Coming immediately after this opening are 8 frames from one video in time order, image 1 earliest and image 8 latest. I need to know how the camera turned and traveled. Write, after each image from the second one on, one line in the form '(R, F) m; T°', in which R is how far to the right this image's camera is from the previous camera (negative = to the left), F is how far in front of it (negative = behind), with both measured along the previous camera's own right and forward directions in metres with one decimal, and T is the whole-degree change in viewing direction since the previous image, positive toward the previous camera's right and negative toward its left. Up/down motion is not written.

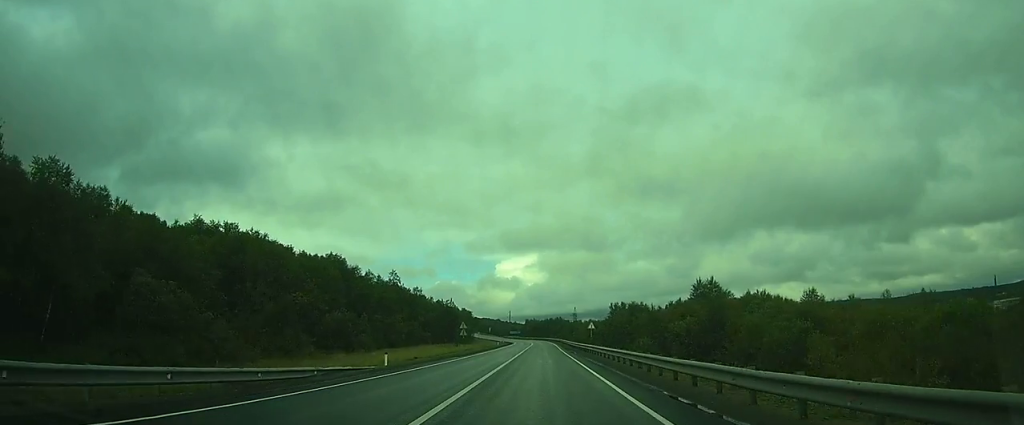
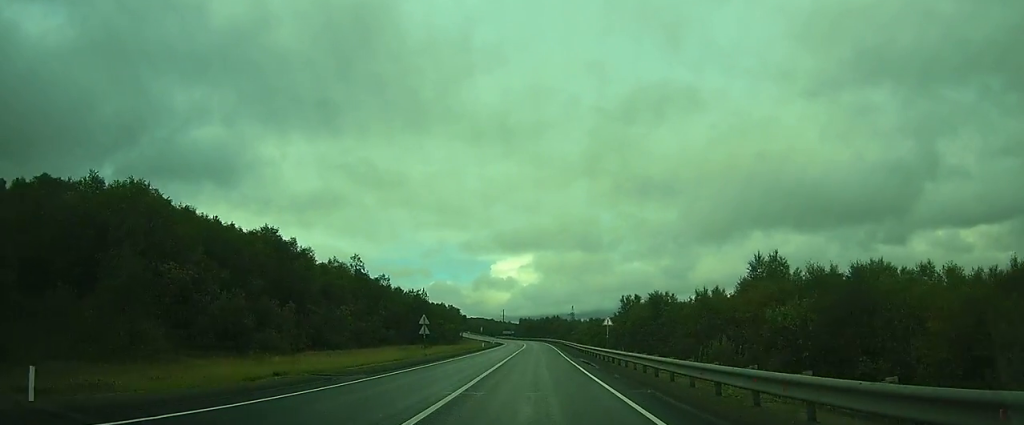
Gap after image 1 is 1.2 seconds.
(+0.3, +19.9) m; +2°
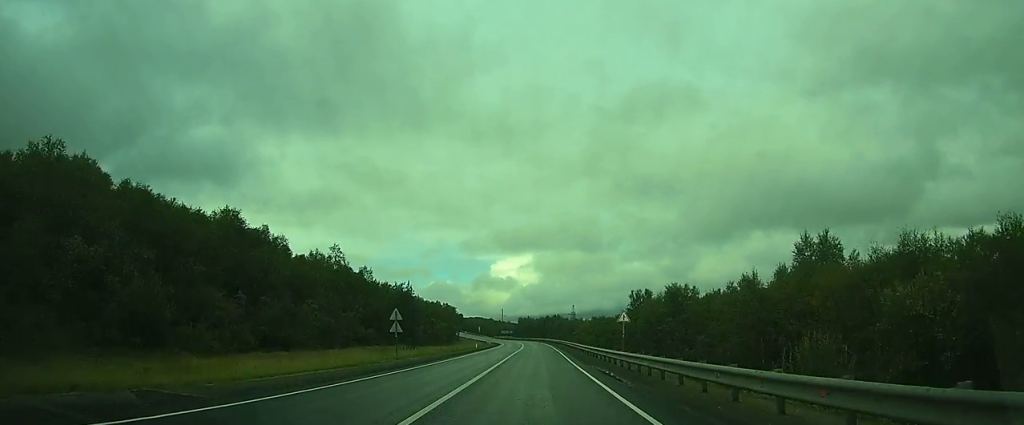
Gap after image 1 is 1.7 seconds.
(+0.1, +8.9) m; 0°
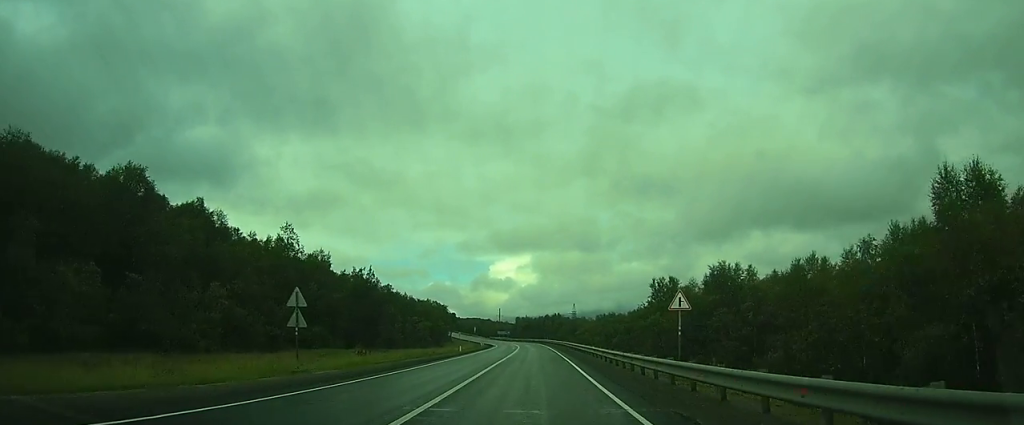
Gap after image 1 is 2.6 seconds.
(+0.1, +15.3) m; 0°
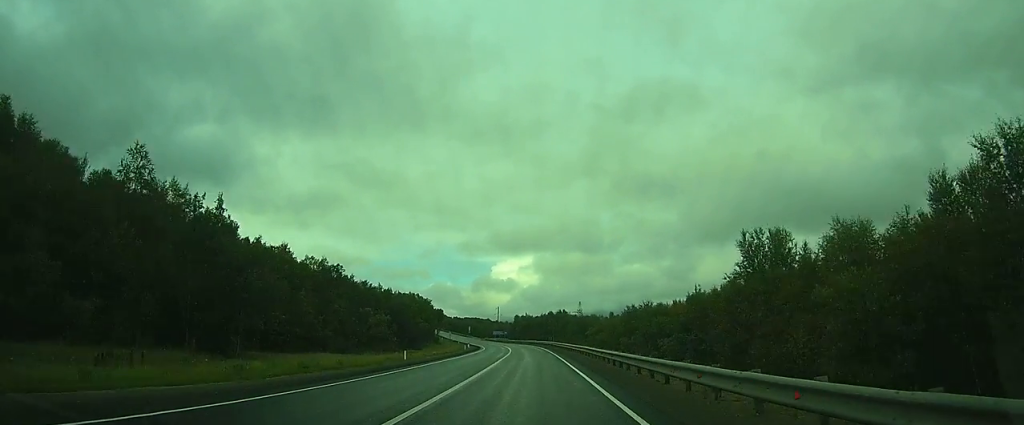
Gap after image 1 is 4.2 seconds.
(0.0, +27.5) m; -1°
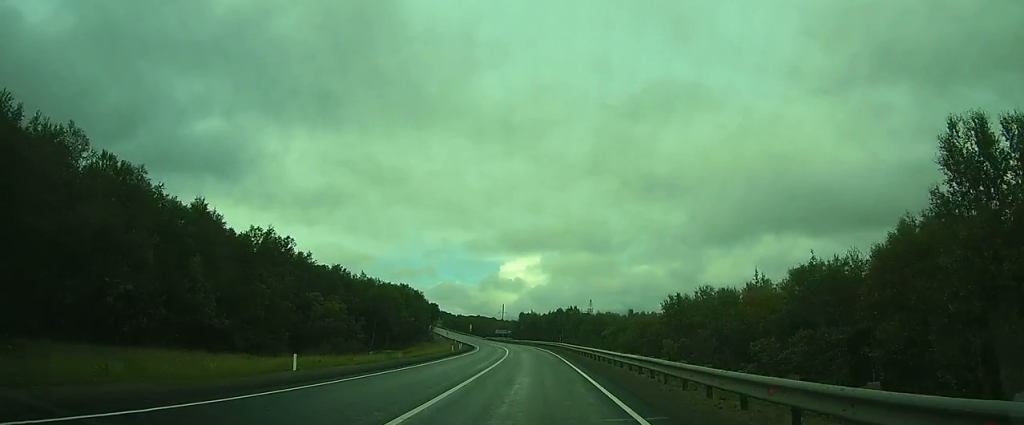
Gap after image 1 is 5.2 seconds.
(-0.4, +18.9) m; -1°
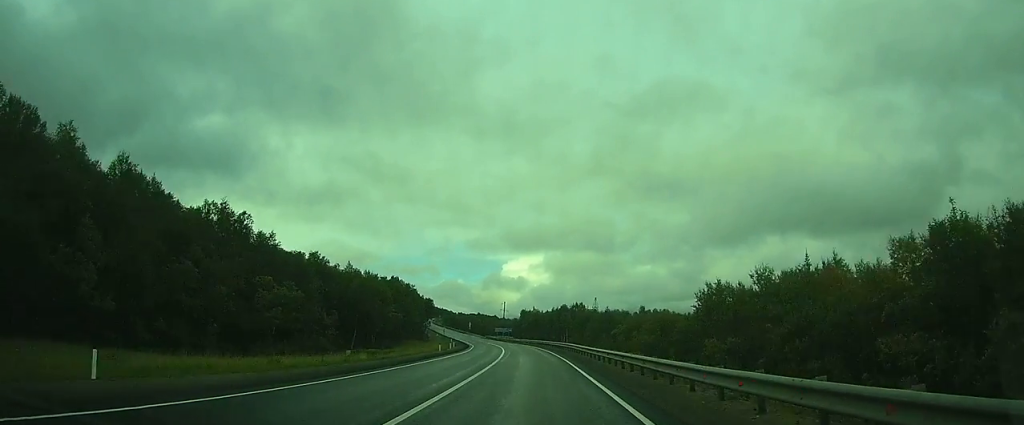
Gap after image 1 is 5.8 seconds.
(0.0, +10.6) m; 0°
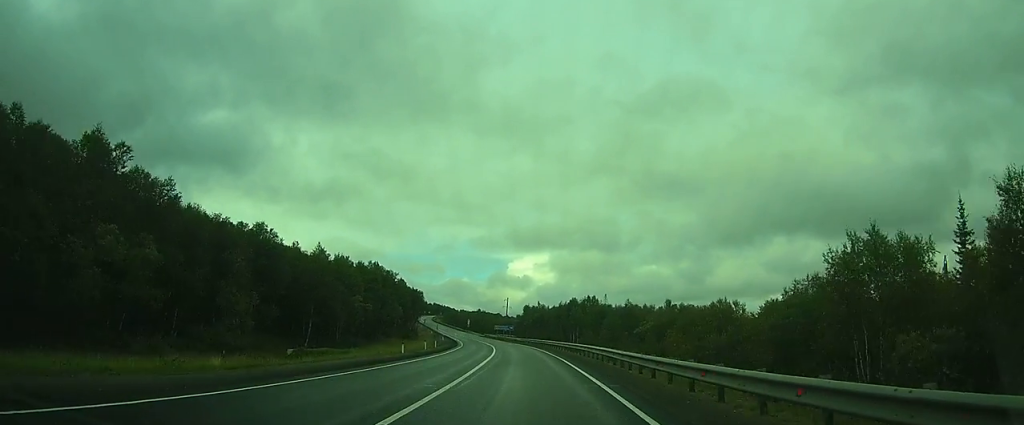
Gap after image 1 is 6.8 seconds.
(0.0, +18.4) m; 0°
